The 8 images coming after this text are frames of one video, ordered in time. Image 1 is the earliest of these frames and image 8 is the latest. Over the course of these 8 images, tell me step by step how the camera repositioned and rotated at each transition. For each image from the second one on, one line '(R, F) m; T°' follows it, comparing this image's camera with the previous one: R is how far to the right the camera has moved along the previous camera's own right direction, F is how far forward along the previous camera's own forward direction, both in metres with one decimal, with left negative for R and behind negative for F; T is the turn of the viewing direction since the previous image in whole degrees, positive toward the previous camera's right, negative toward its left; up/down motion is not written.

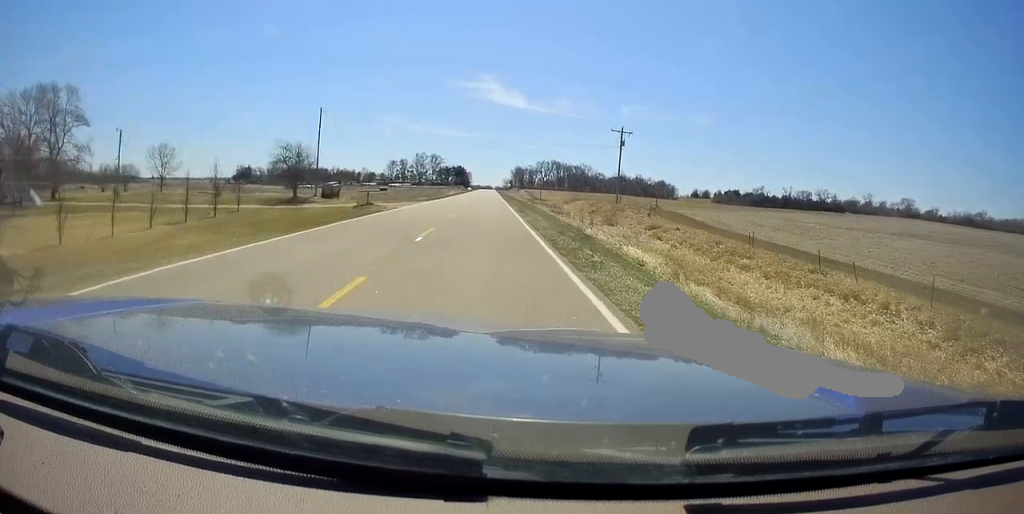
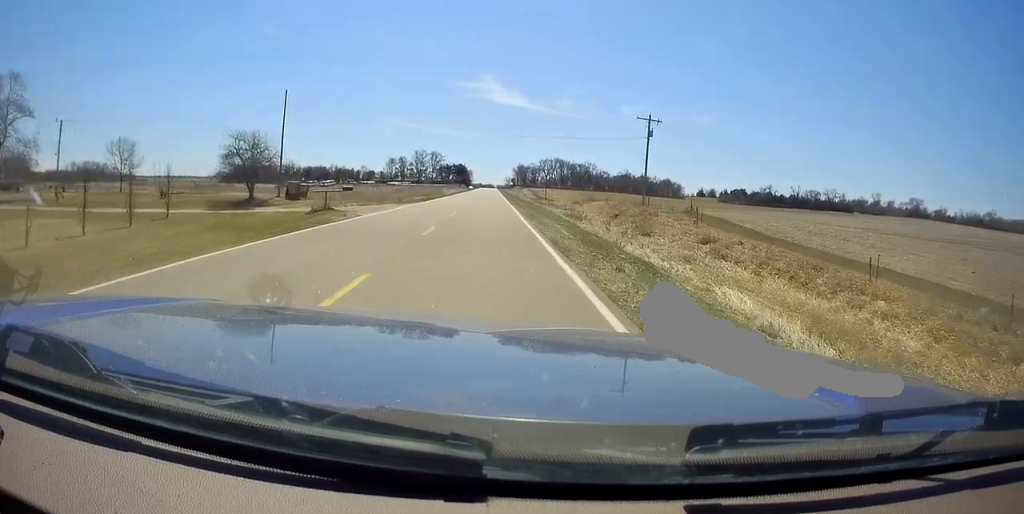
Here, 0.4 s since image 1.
(+0.2, +11.0) m; 0°
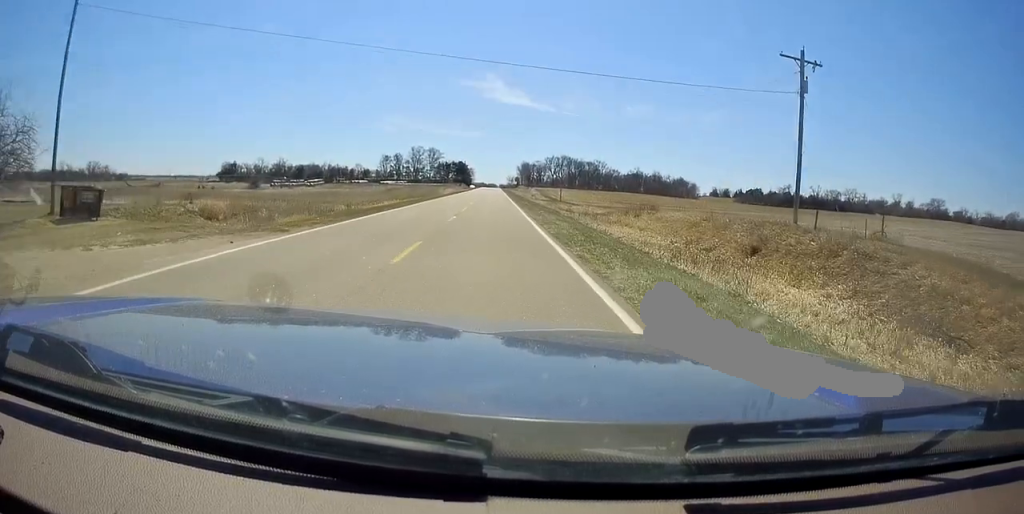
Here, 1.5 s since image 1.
(-0.4, +28.2) m; 0°
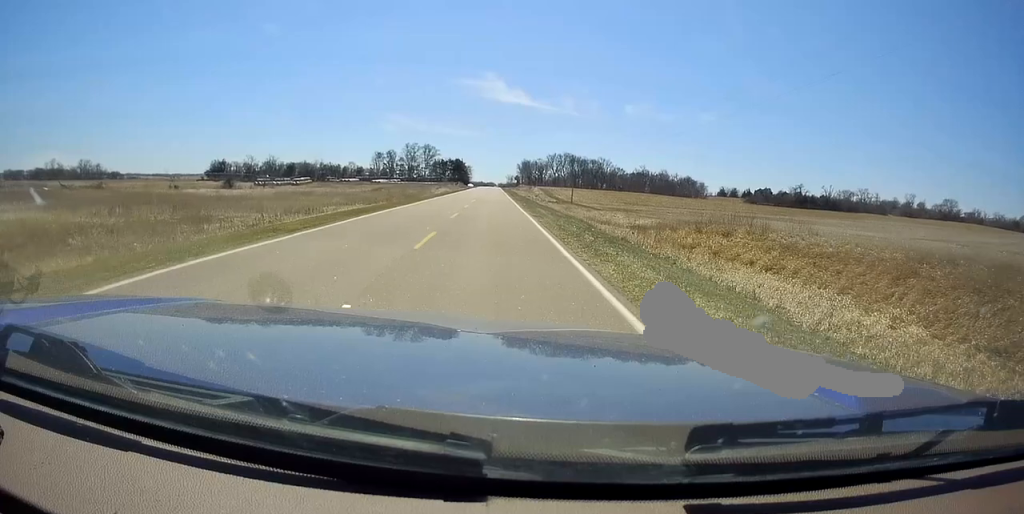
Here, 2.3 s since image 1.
(+0.1, +19.4) m; 0°
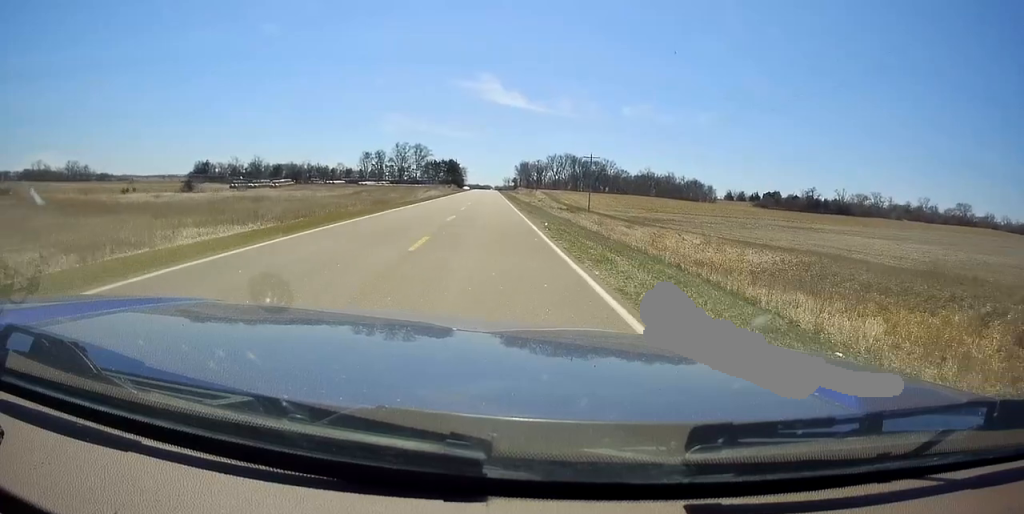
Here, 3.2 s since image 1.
(+0.1, +22.8) m; 0°
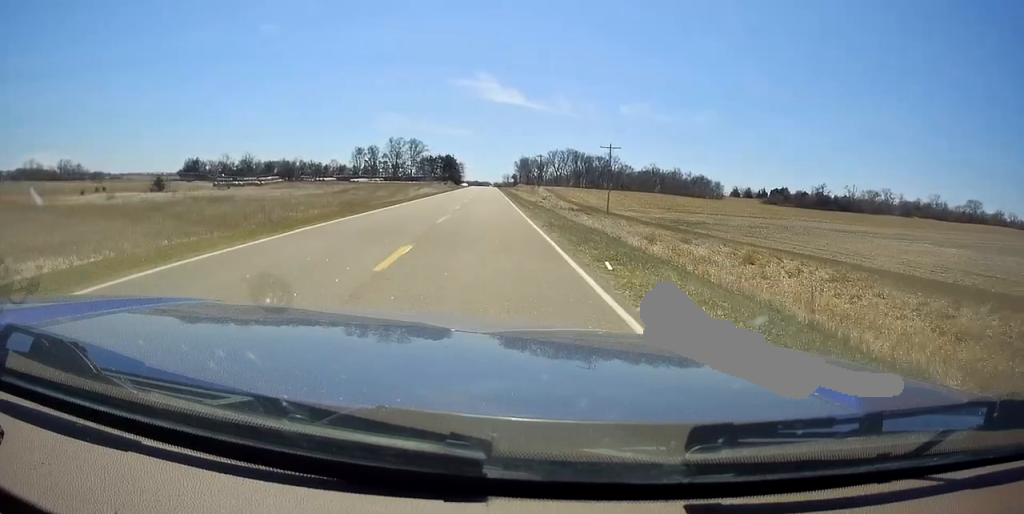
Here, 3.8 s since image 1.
(-0.5, +14.7) m; 0°
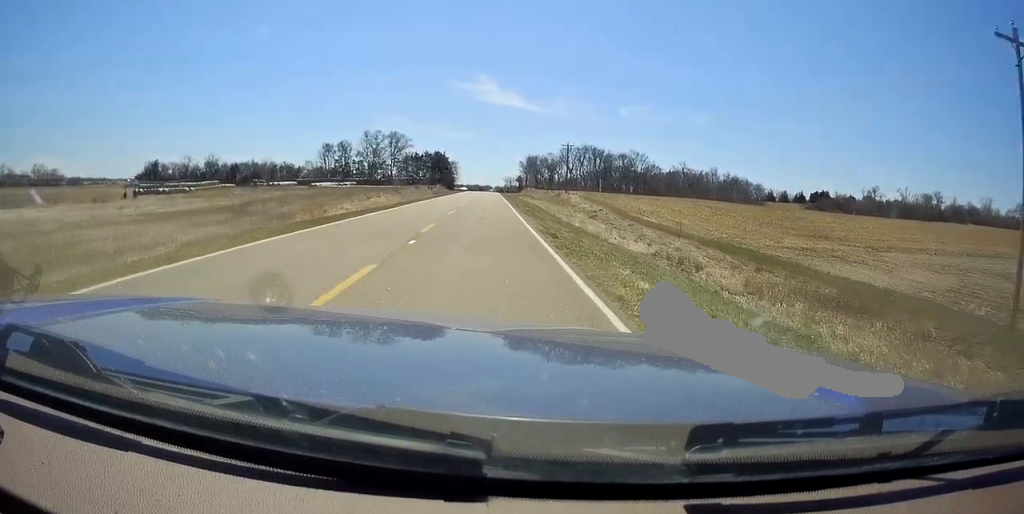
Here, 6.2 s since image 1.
(+1.9, +59.2) m; +2°
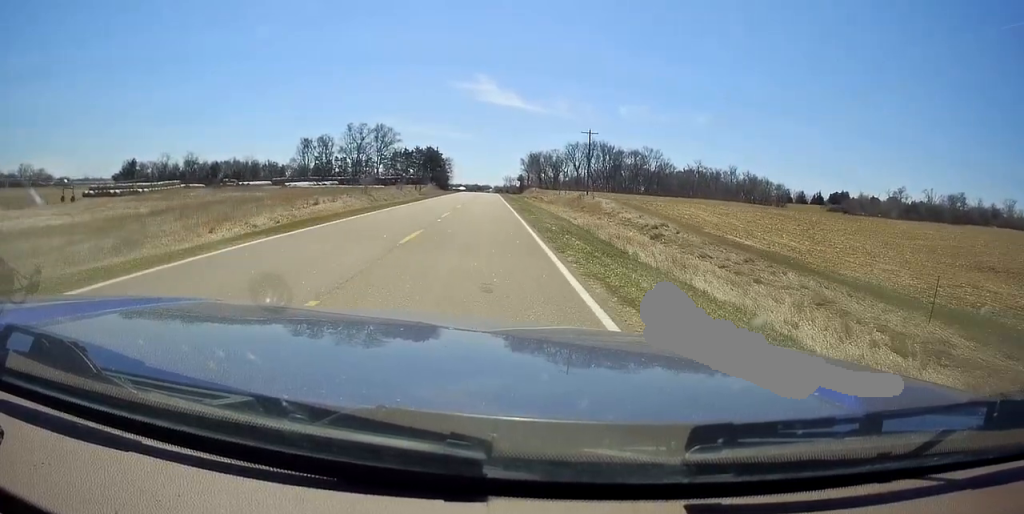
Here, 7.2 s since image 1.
(0.0, +25.9) m; 0°
